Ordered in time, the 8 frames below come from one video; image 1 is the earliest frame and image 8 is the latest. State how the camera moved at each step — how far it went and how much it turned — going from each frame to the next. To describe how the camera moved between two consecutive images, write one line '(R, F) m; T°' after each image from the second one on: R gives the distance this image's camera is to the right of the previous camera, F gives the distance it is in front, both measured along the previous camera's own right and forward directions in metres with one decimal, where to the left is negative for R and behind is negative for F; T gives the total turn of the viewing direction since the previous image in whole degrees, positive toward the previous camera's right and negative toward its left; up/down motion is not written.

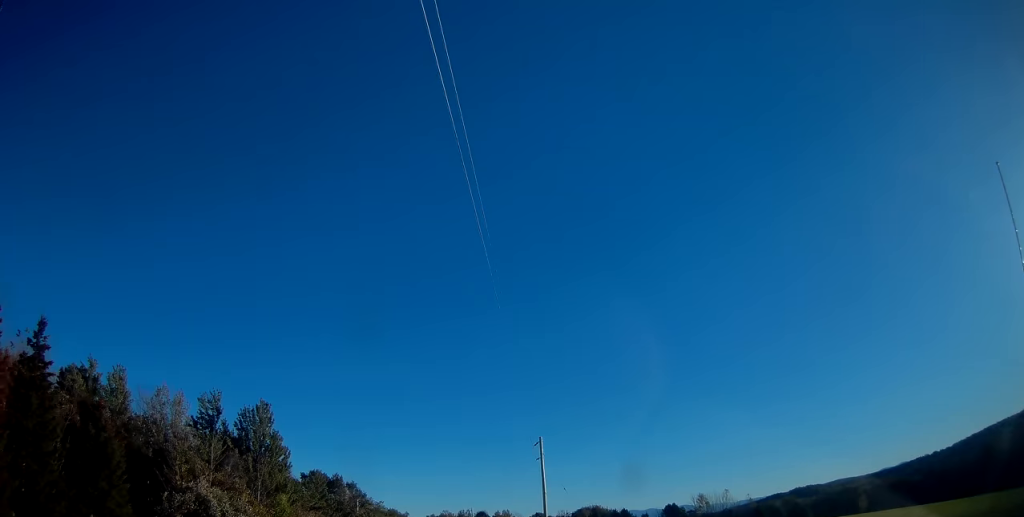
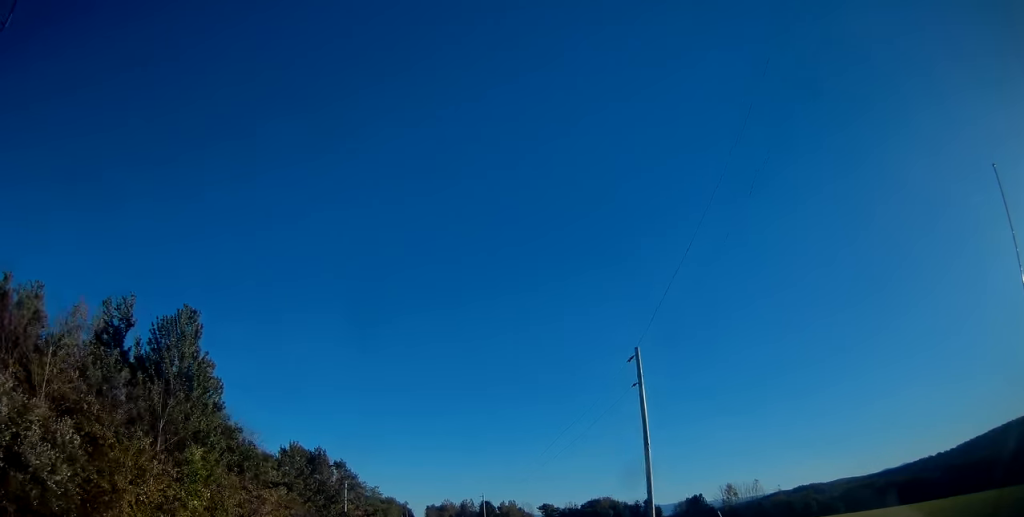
(0.0, +18.0) m; 0°
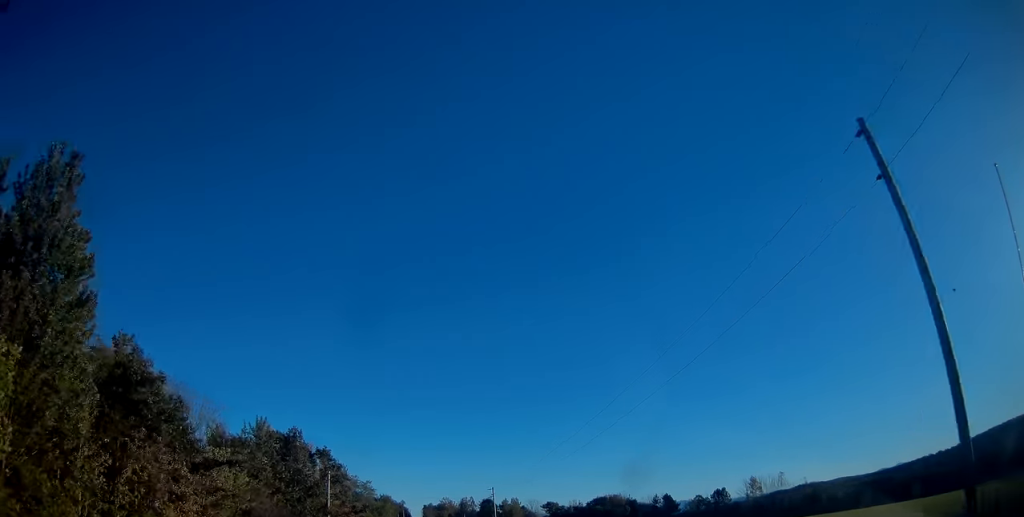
(0.0, +14.5) m; 0°
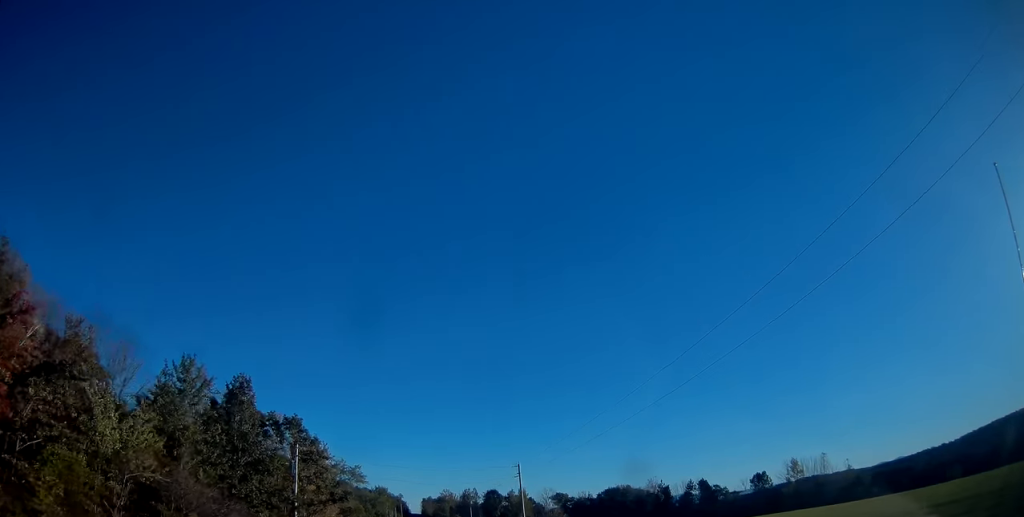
(+0.1, +19.6) m; 0°
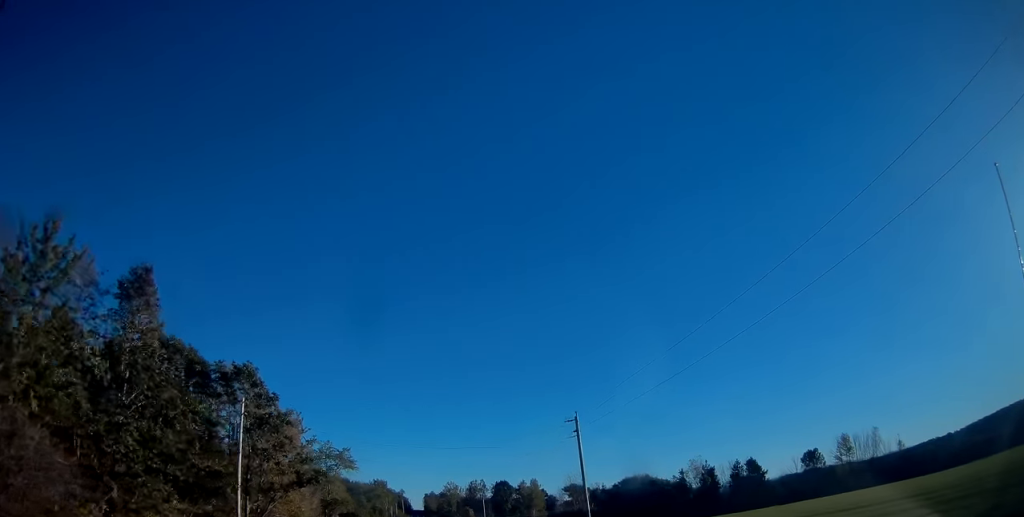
(+0.2, +18.8) m; 0°
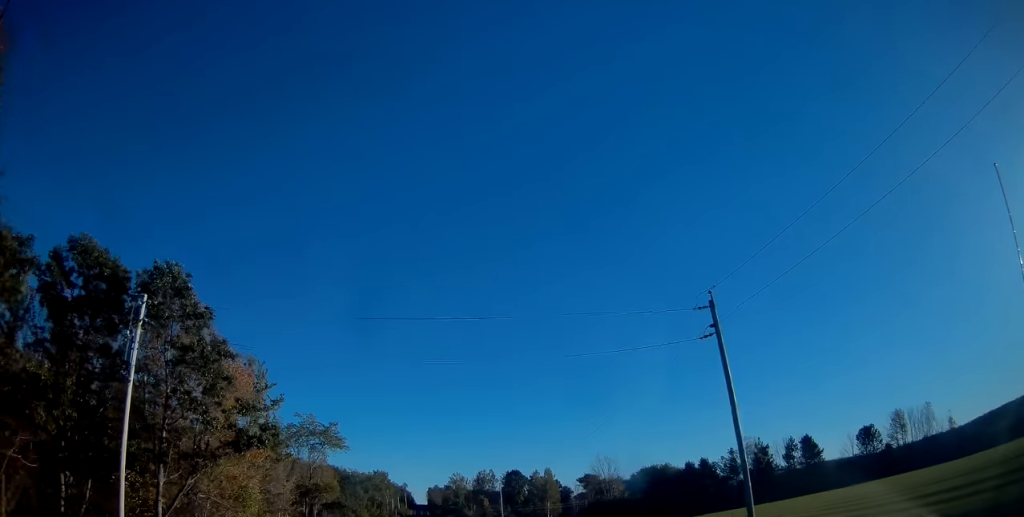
(-0.2, +16.3) m; 0°
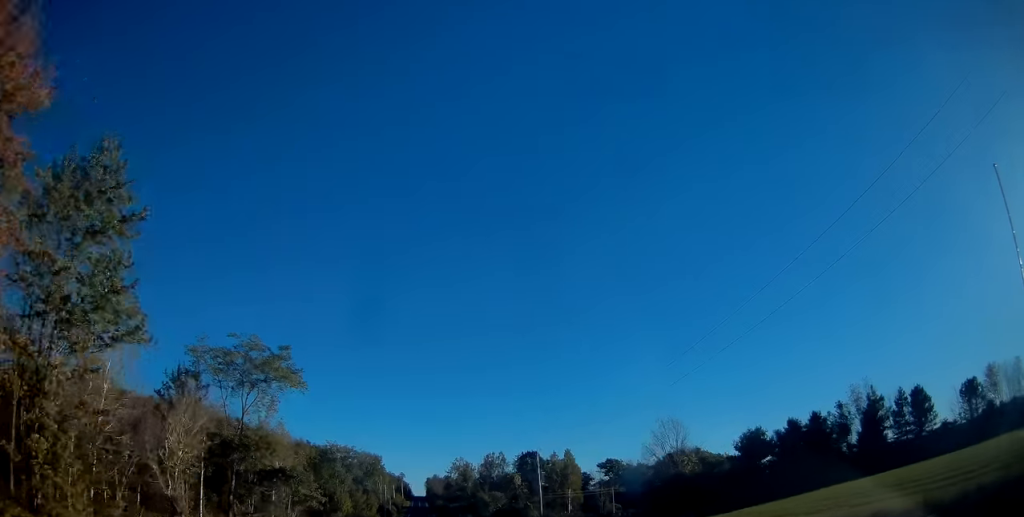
(+0.1, +25.9) m; 0°
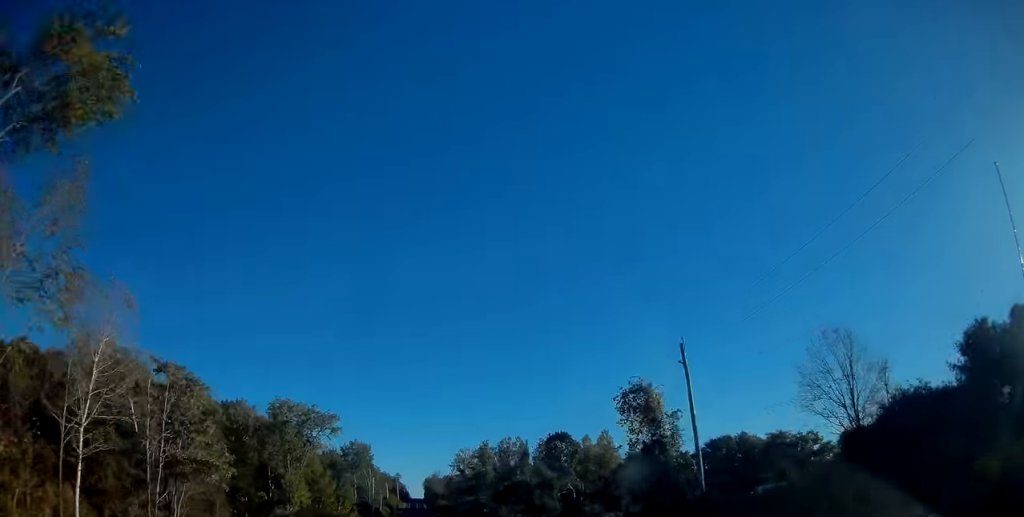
(-0.1, +31.4) m; 0°
